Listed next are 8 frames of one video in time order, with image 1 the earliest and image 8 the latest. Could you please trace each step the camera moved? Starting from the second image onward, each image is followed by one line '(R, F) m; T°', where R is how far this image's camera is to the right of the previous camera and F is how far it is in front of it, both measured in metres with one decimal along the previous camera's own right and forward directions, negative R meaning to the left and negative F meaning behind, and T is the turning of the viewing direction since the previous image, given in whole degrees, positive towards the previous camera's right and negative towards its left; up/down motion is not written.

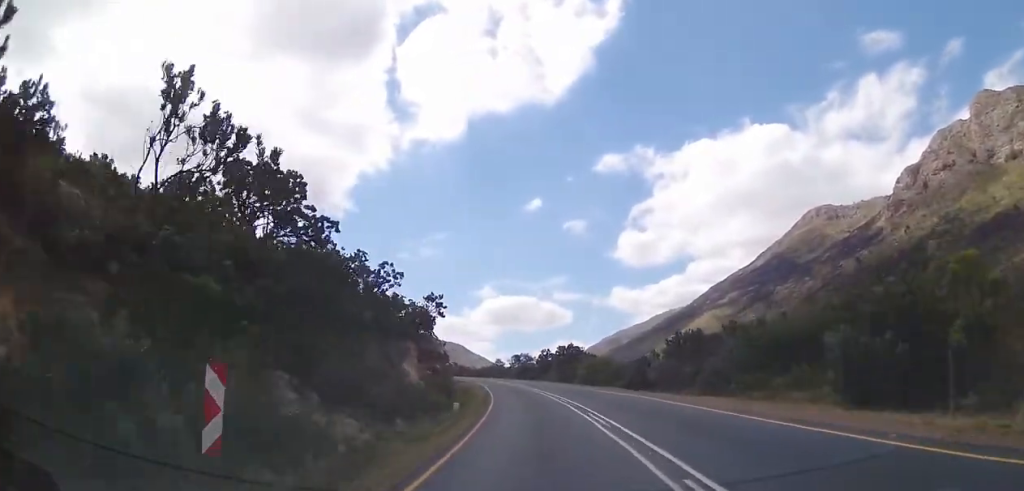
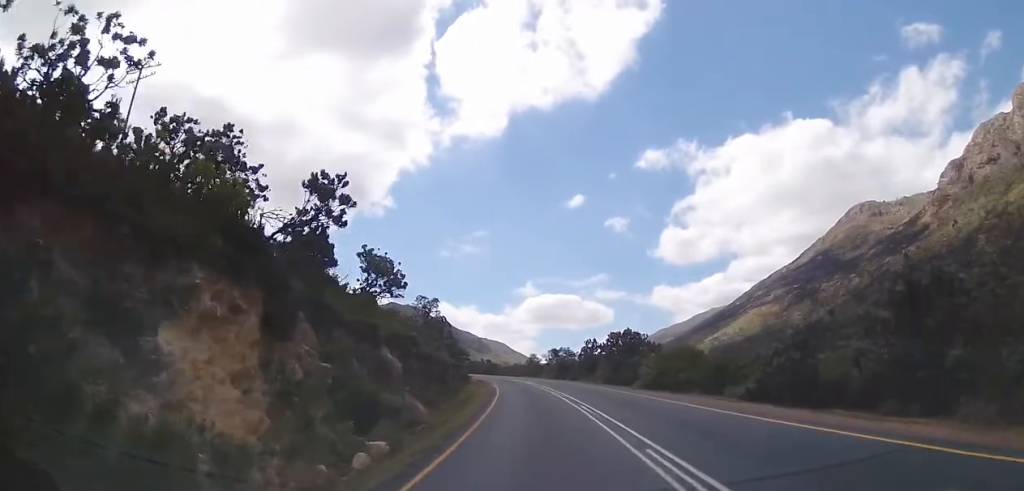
(-1.0, +20.5) m; -4°
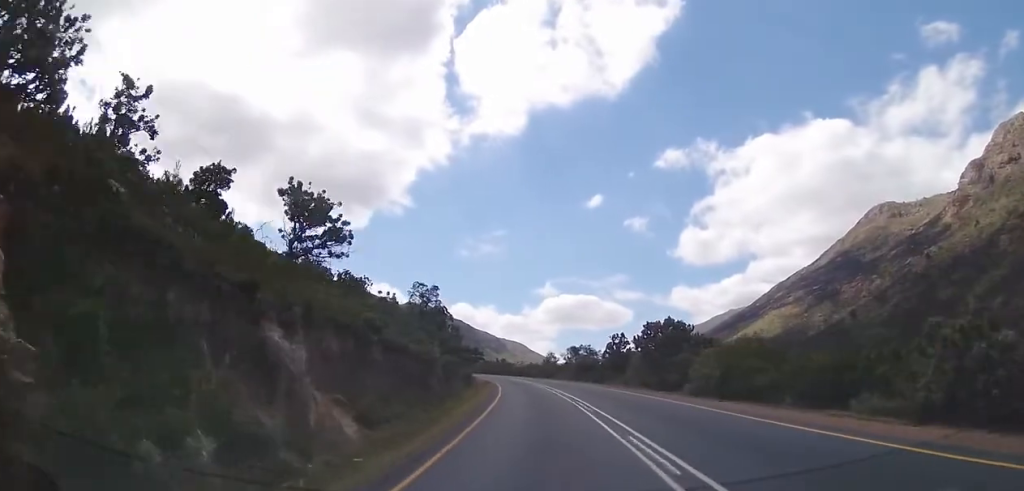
(-0.2, +10.4) m; -1°
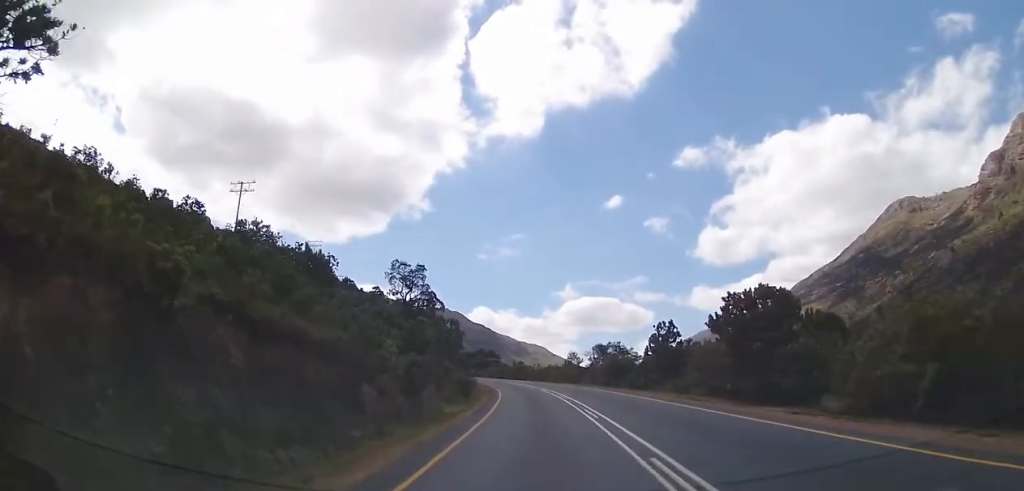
(-0.2, +14.3) m; -2°
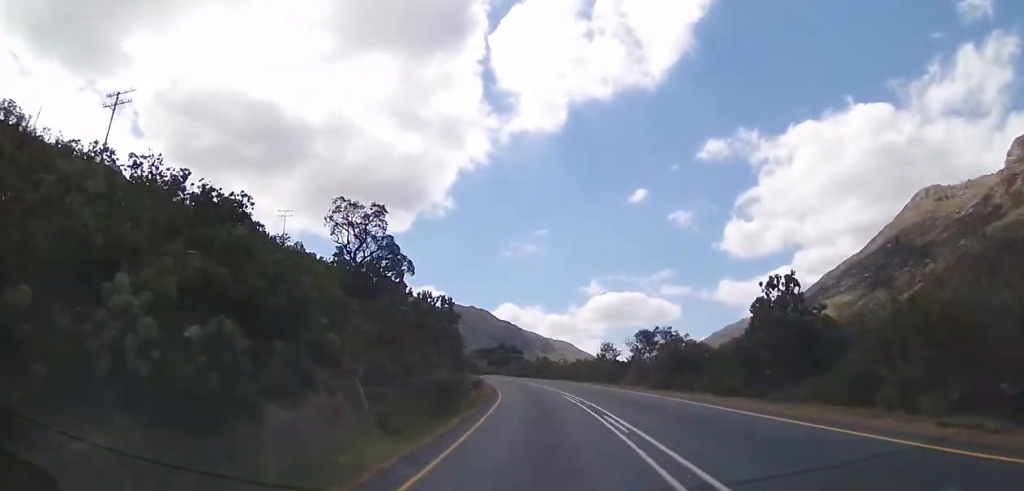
(-0.2, +17.1) m; -3°
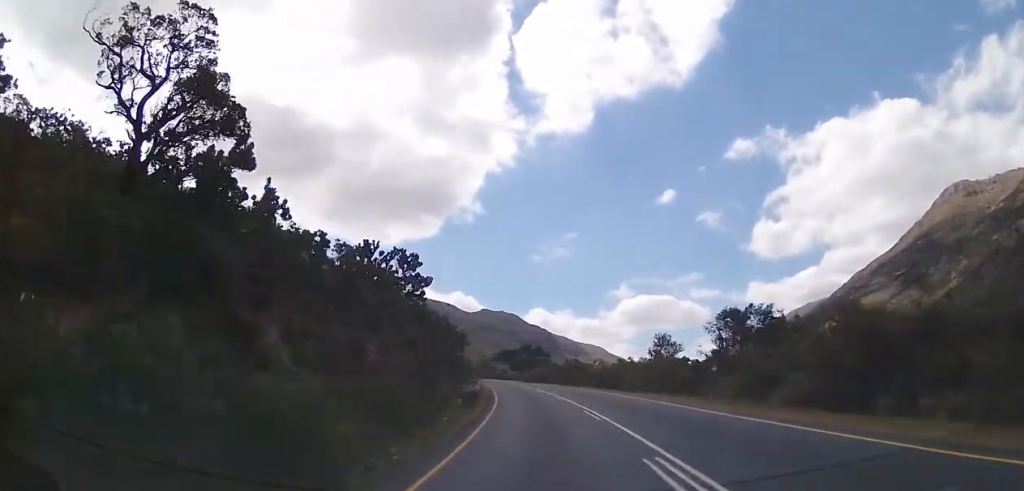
(-0.9, +19.3) m; -2°
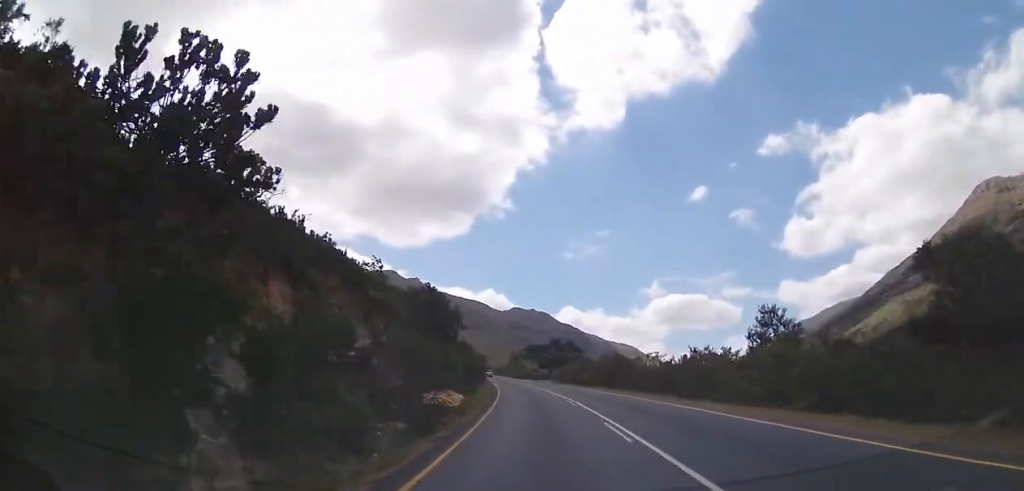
(+0.4, +18.0) m; -3°
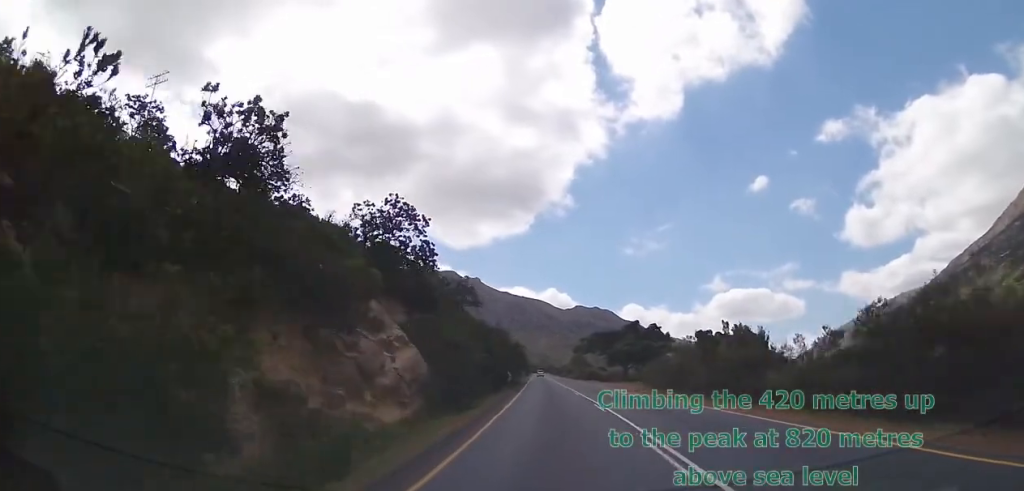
(-3.4, +40.4) m; -7°
